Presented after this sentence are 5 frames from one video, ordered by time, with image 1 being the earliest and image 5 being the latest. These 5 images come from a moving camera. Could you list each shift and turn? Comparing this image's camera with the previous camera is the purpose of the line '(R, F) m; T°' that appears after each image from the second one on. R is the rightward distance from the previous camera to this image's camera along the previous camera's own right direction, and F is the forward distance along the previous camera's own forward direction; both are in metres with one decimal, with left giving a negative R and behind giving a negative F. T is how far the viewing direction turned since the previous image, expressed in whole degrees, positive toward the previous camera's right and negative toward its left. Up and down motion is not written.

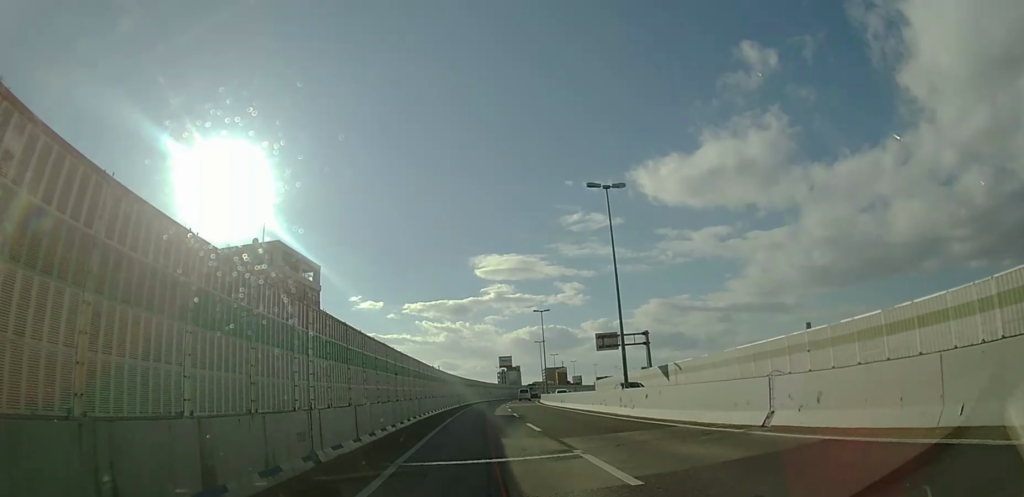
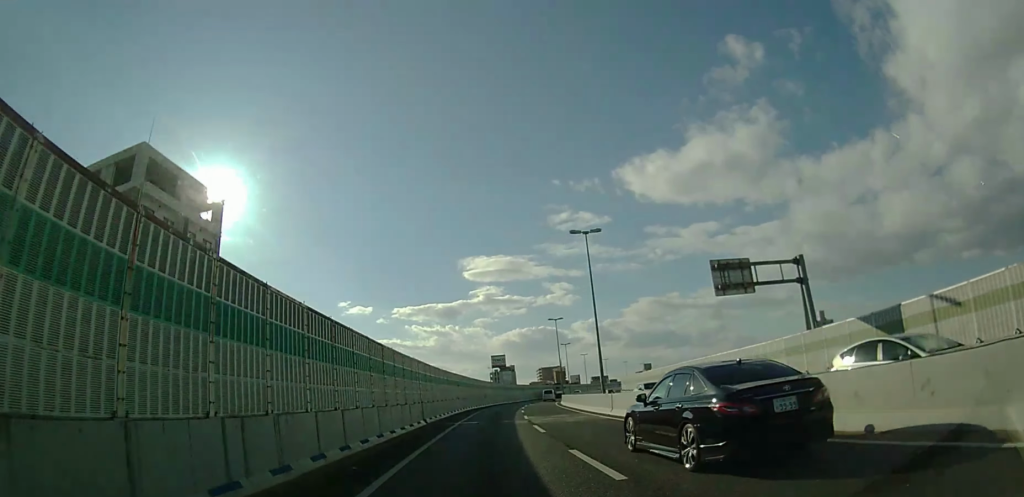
(0.0, +28.9) m; 0°
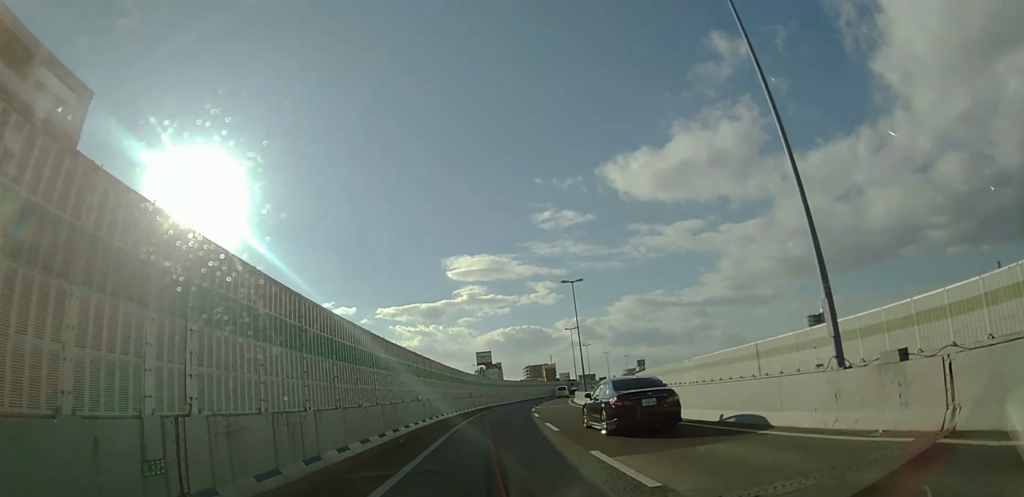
(0.0, +21.1) m; 0°
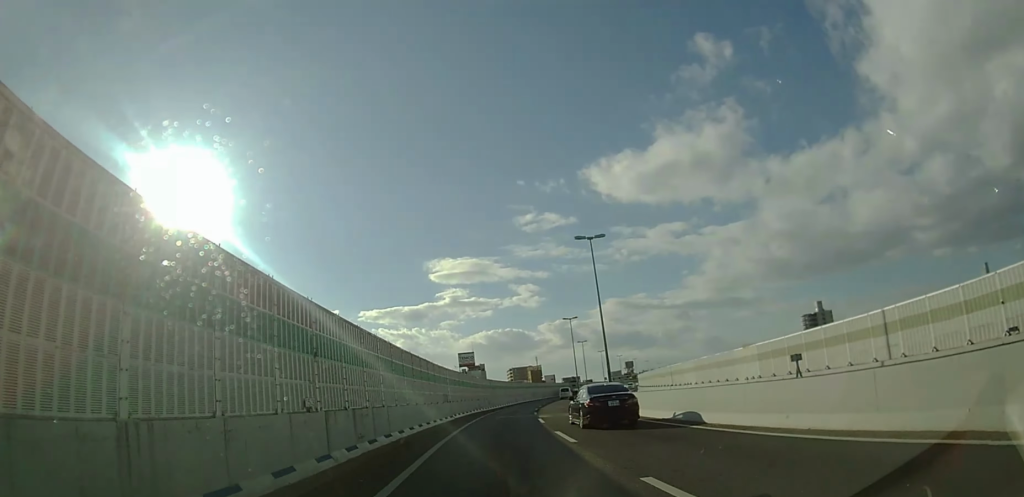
(0.0, +12.8) m; 0°
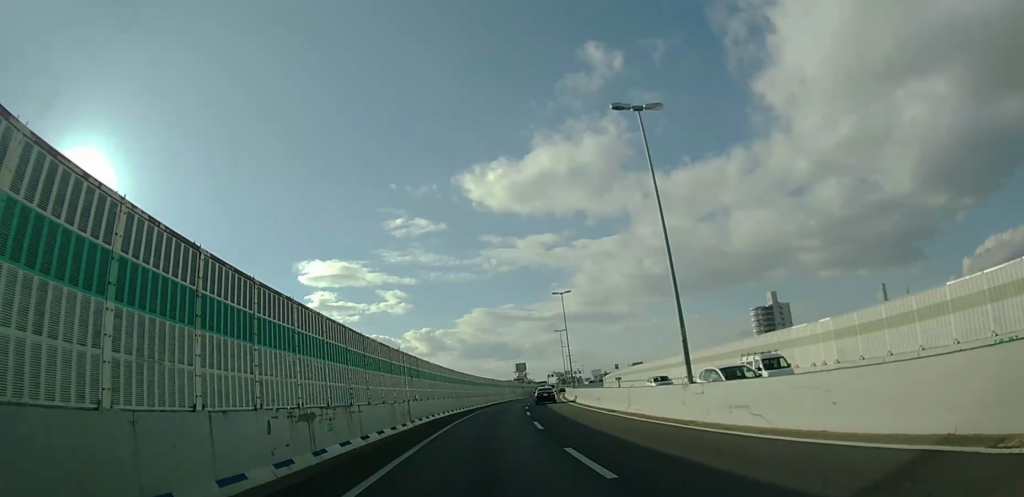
(0.0, +86.2) m; 0°
